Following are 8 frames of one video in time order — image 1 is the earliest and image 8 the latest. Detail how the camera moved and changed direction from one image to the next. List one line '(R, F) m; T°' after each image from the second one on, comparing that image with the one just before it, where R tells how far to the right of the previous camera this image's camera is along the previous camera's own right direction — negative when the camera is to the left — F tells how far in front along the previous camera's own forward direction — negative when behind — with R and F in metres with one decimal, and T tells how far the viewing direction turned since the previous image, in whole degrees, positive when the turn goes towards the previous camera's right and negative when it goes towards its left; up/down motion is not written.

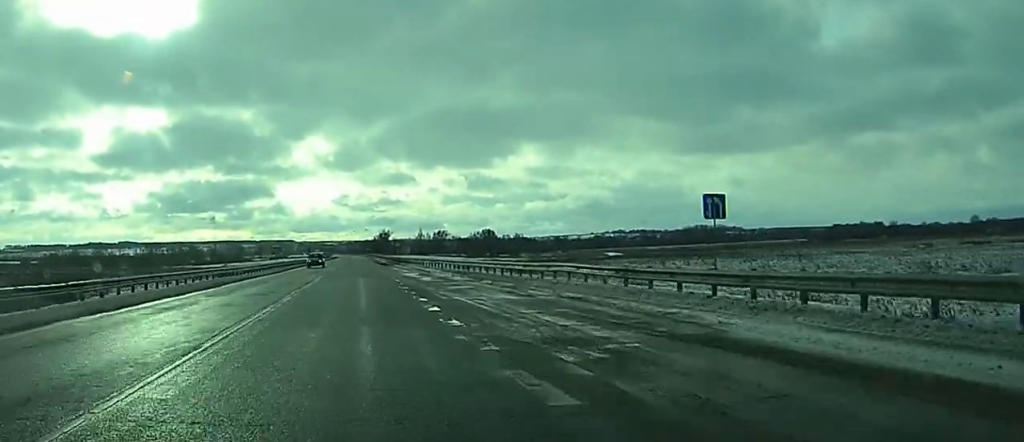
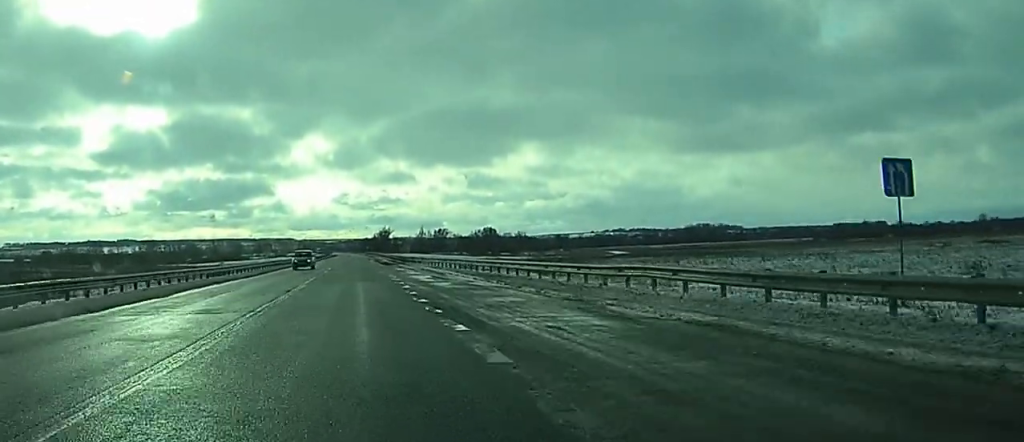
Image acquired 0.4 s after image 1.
(0.0, +9.2) m; 0°
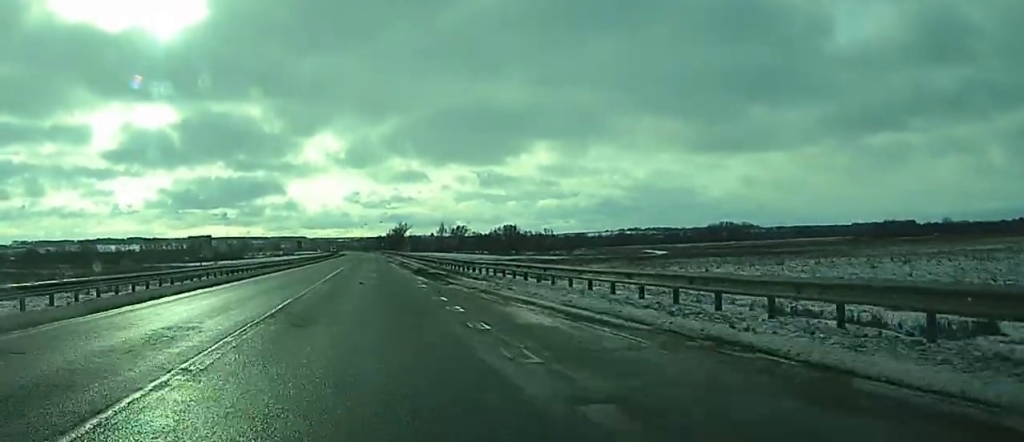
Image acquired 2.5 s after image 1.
(0.0, +43.8) m; -1°
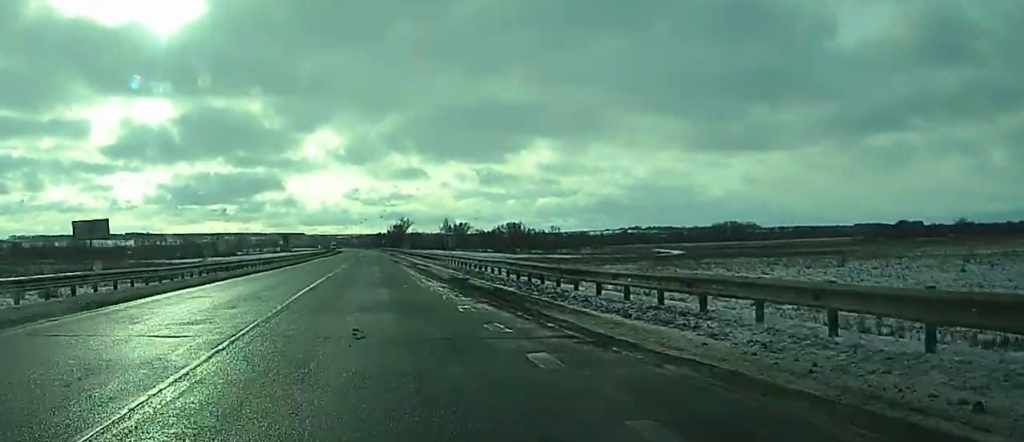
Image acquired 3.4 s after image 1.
(-0.2, +20.5) m; 0°
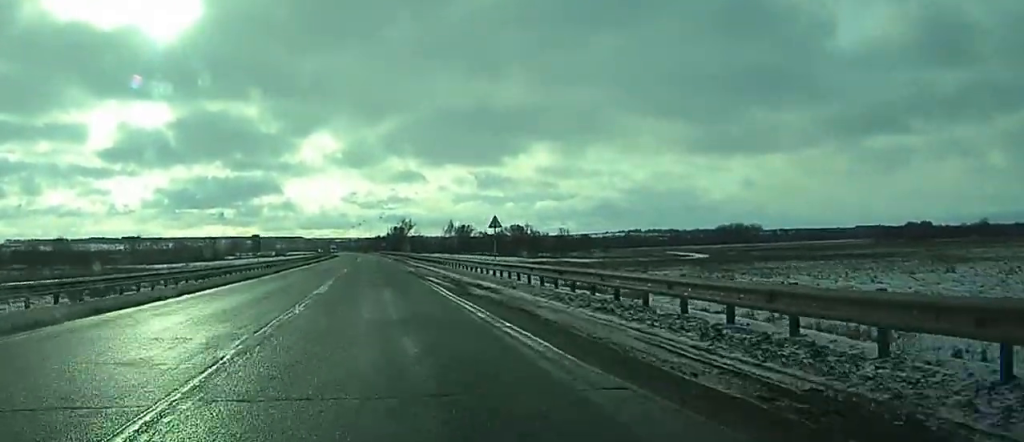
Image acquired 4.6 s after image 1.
(+0.1, +27.6) m; 0°
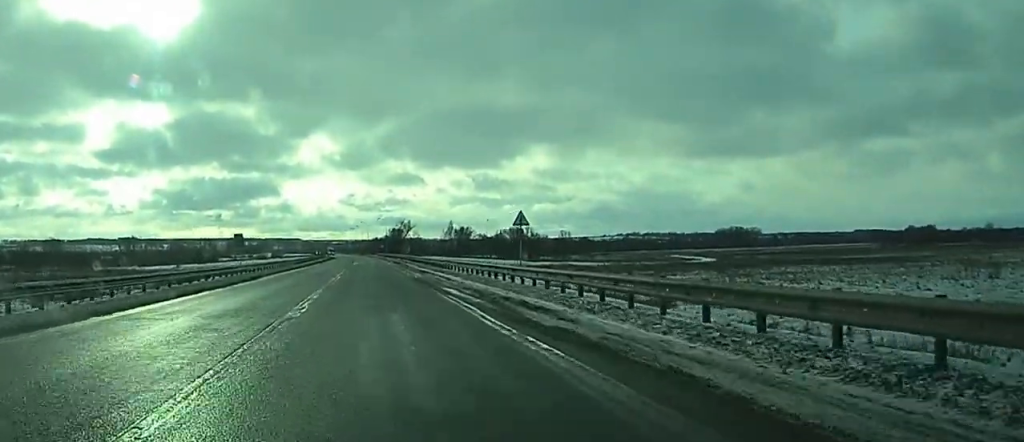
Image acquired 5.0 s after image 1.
(0.0, +9.0) m; 0°
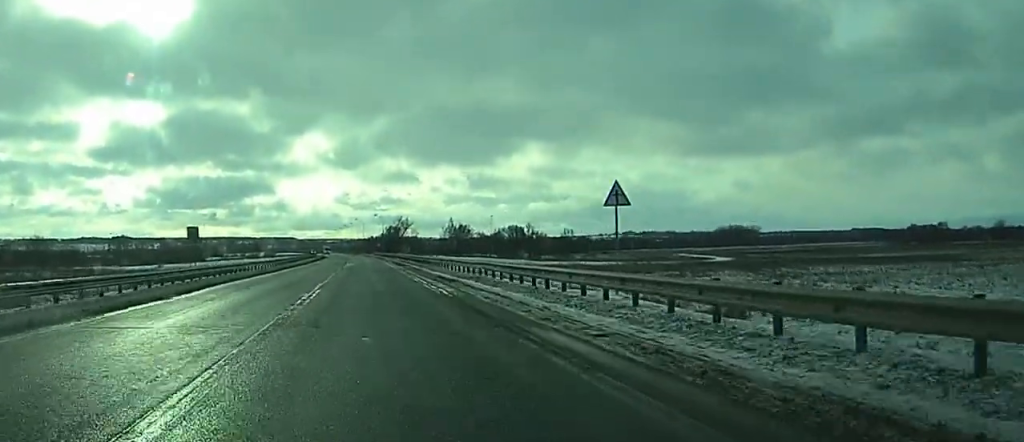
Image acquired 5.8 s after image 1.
(0.0, +16.7) m; 0°
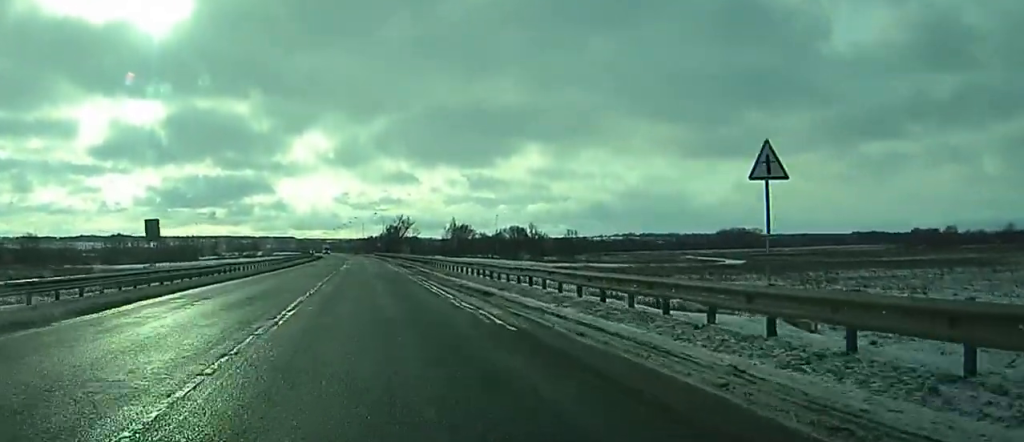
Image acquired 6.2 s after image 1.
(0.0, +9.9) m; 0°
